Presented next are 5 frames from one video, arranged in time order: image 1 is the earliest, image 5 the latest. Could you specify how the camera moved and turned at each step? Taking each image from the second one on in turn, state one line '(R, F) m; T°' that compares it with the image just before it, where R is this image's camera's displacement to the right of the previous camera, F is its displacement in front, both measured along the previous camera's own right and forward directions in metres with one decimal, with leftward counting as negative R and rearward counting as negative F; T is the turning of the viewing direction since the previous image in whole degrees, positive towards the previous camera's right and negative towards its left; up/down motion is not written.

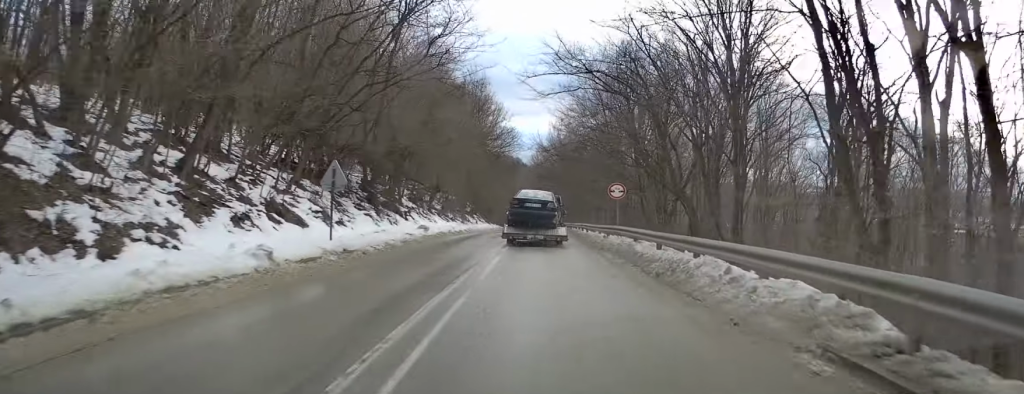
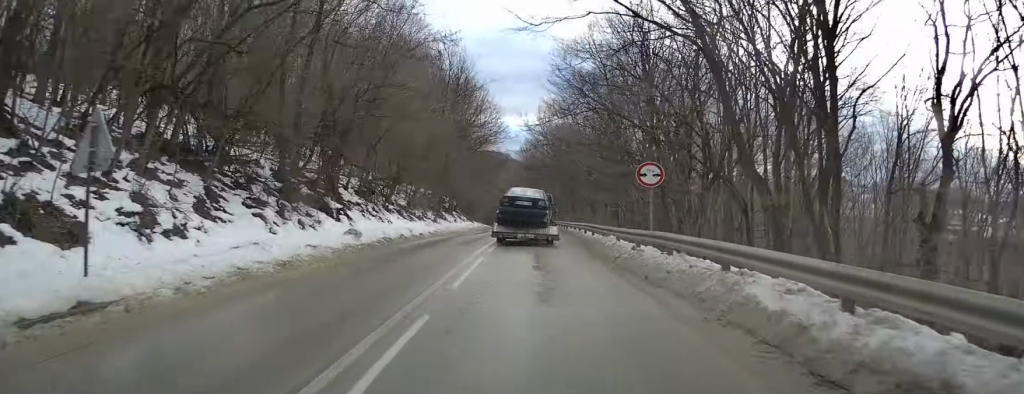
(+0.3, +10.1) m; +3°
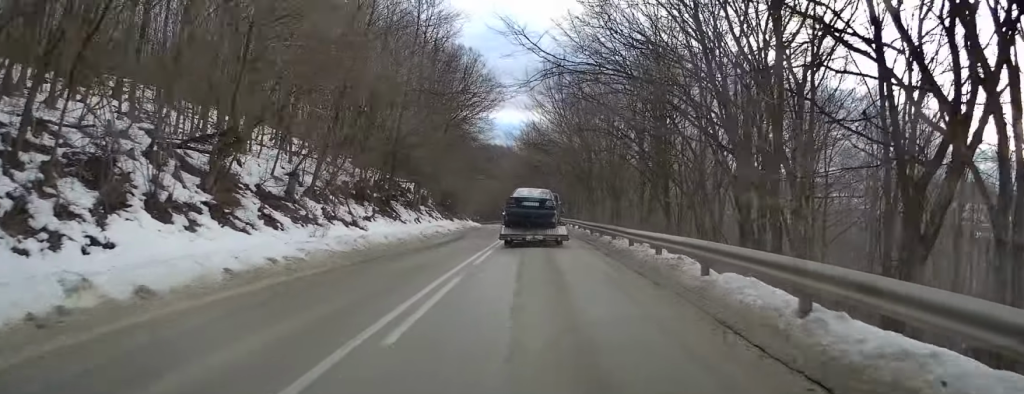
(+0.4, +21.3) m; -1°
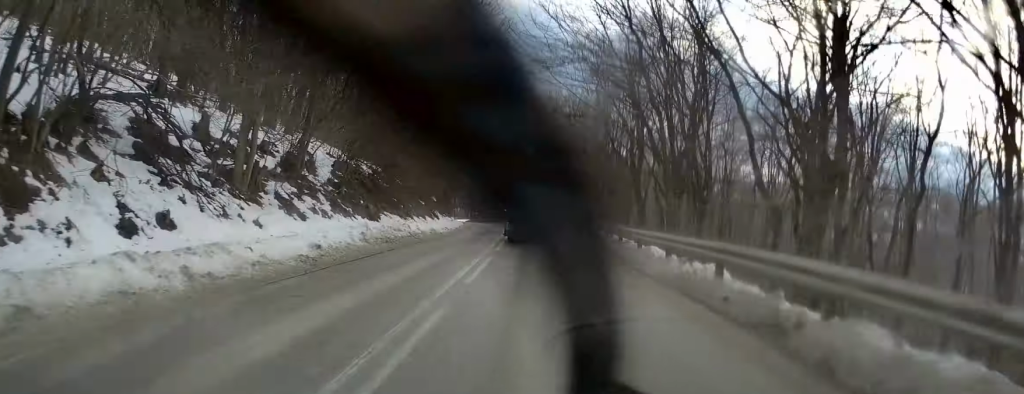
(-0.6, +28.9) m; -1°
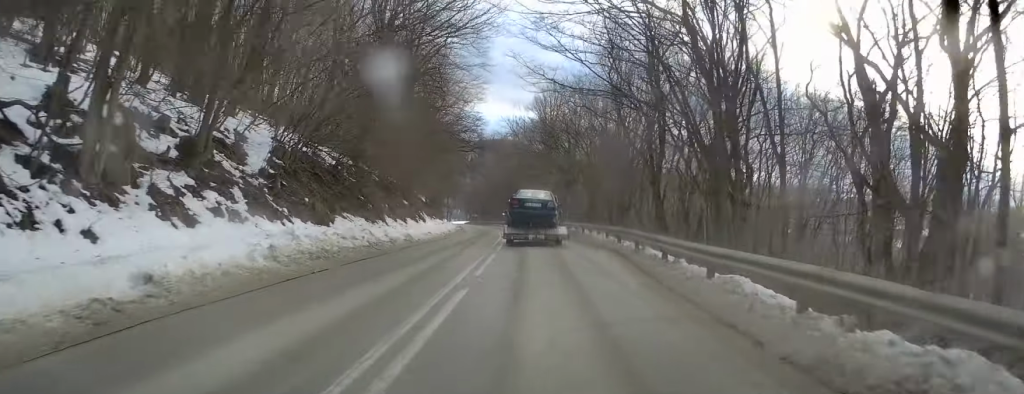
(0.0, +6.6) m; -1°
